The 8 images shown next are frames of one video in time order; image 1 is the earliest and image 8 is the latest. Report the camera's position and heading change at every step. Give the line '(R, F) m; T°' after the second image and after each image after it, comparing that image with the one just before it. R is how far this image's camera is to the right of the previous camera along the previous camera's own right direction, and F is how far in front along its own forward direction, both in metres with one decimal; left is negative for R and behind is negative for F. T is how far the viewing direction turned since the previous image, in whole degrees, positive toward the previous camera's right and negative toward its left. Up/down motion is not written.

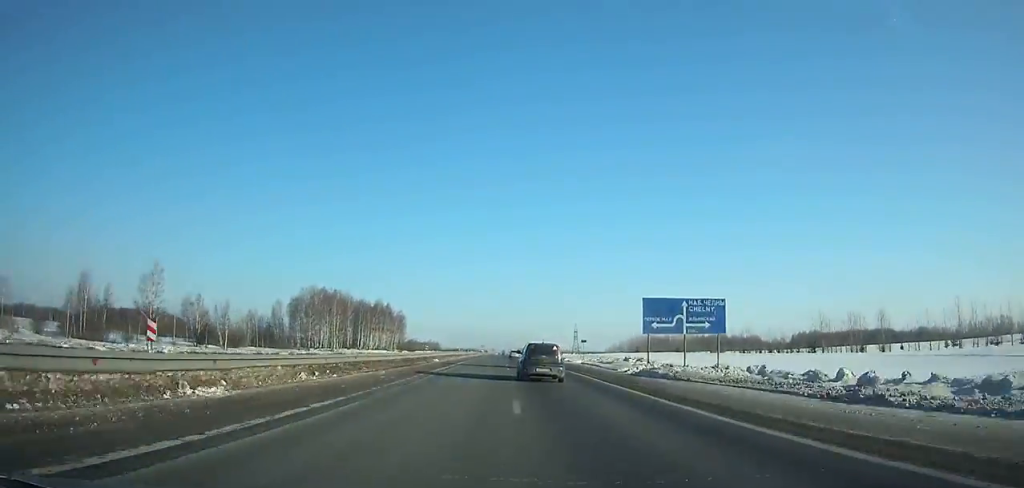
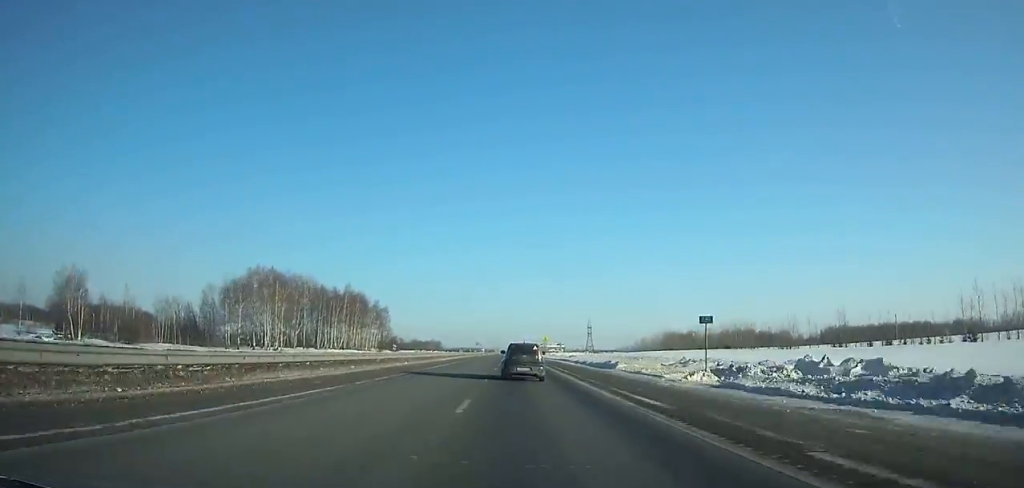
(+0.1, +48.4) m; 0°
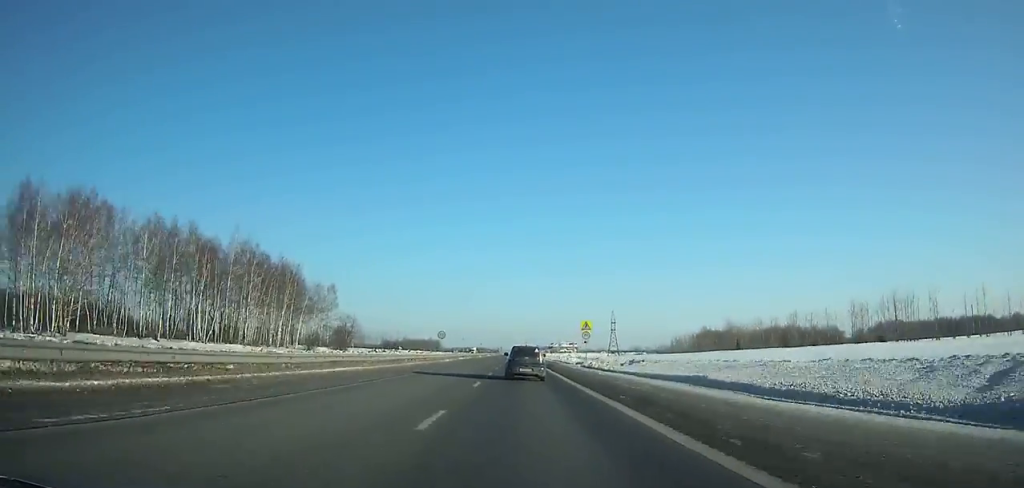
(-0.7, +72.3) m; -1°
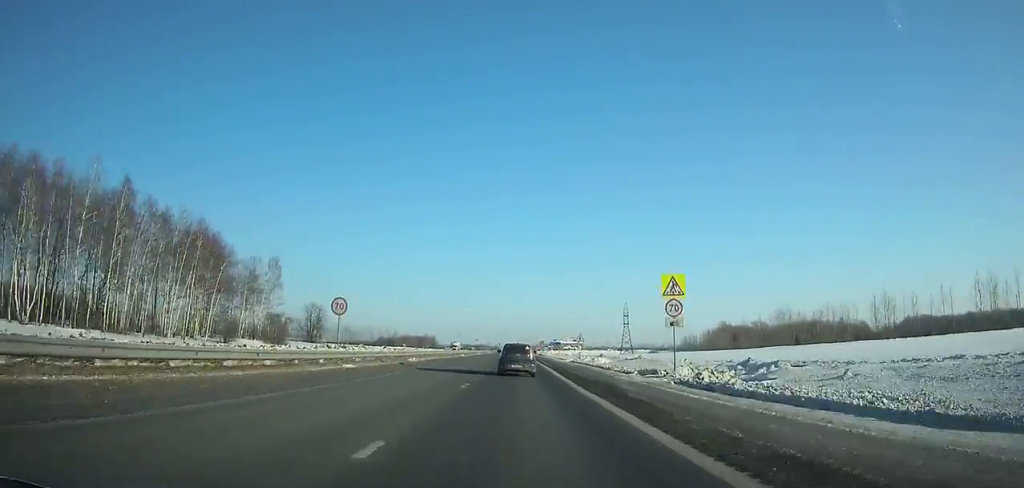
(-0.1, +38.6) m; 0°
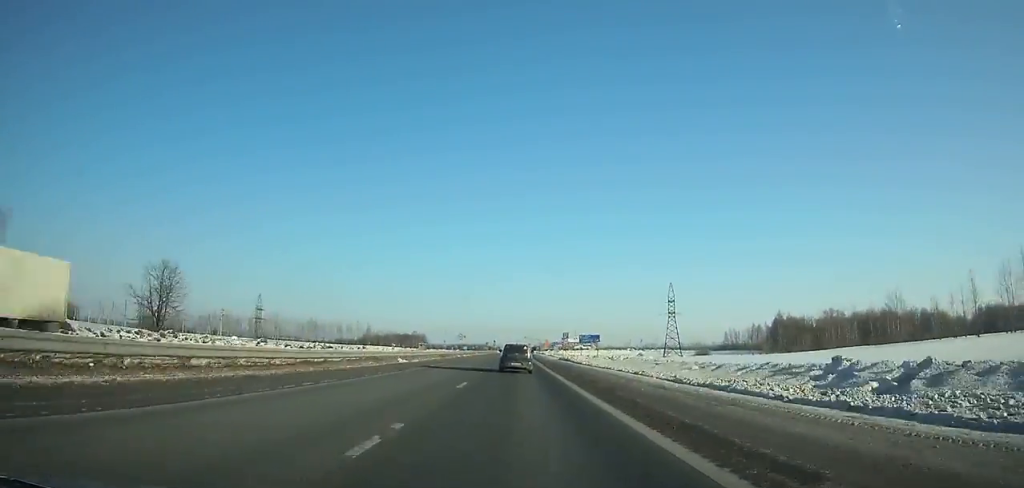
(+0.1, +80.1) m; 0°
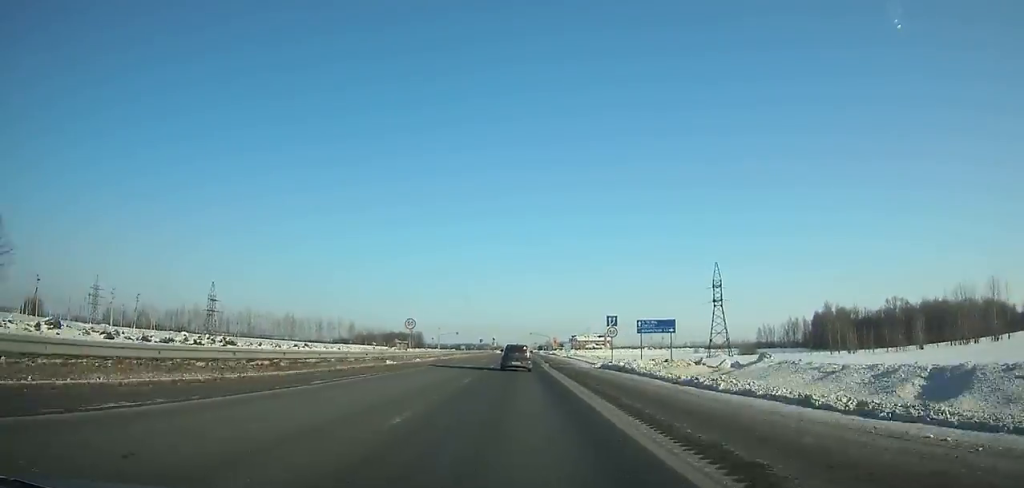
(-0.3, +43.2) m; 0°
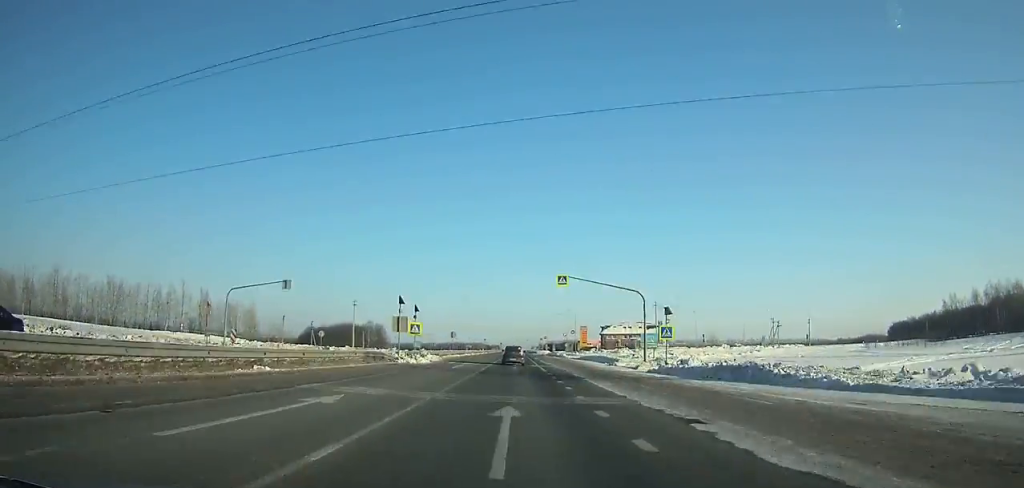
(+0.8, +146.2) m; 0°
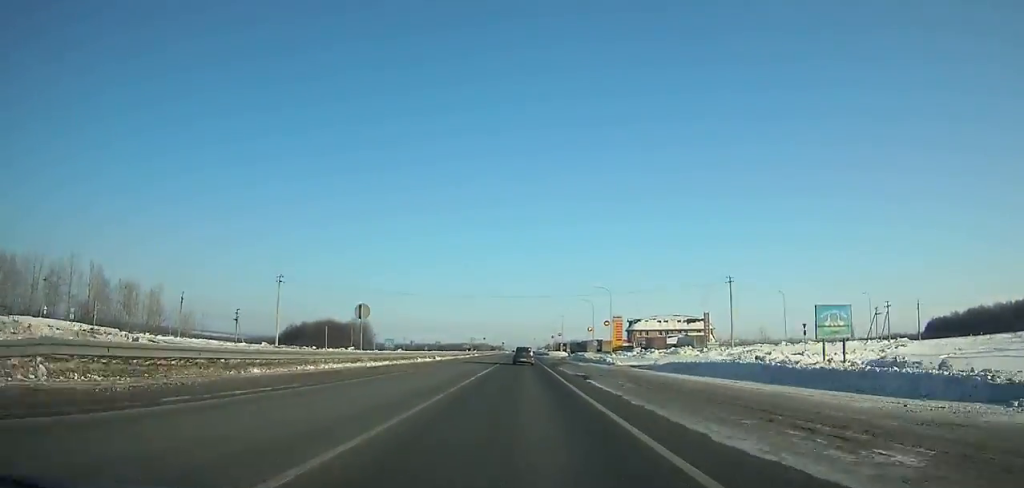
(-0.2, +49.8) m; -1°
